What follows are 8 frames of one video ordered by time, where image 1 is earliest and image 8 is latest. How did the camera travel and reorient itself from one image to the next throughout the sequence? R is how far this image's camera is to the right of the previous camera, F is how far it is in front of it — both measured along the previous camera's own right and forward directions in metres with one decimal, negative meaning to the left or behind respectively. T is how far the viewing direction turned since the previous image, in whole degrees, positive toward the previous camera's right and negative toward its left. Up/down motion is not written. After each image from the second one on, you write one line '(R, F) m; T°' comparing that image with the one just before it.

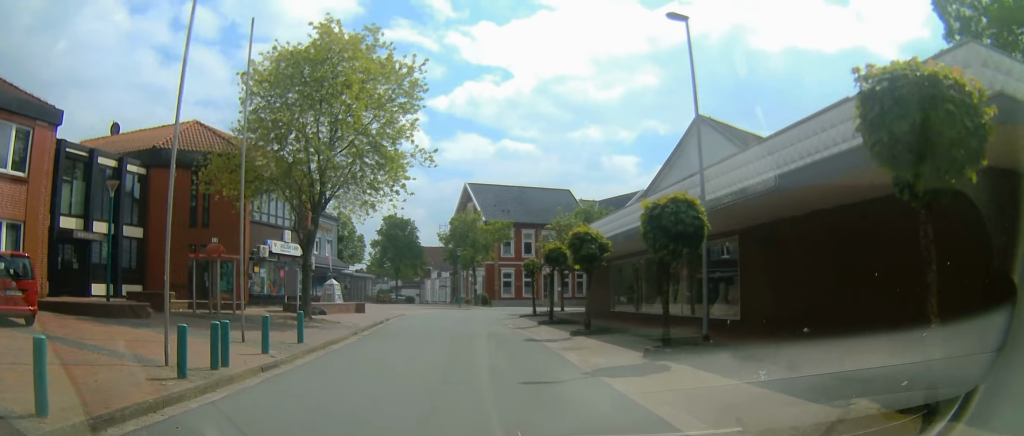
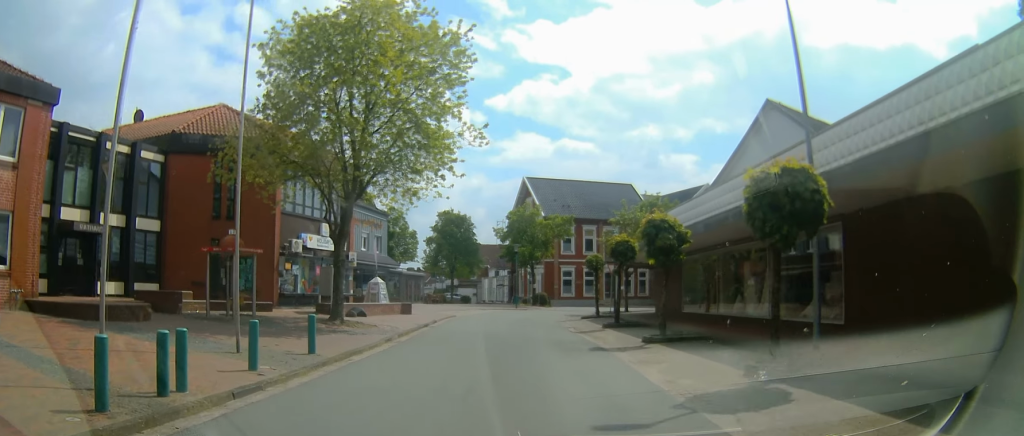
(0.0, +3.2) m; 0°
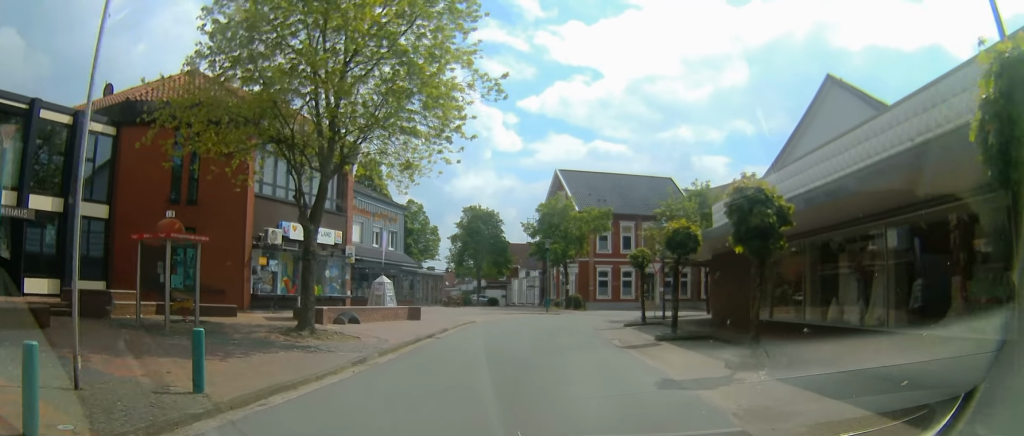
(0.0, +5.5) m; 0°
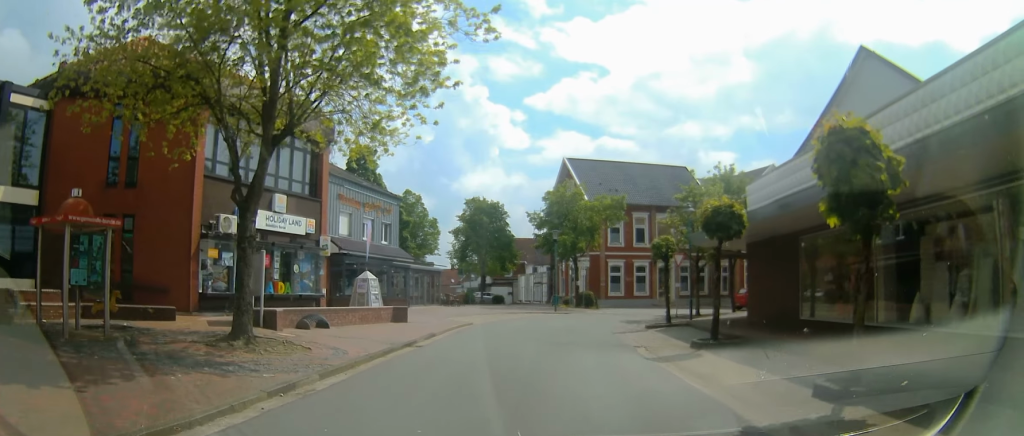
(0.0, +3.9) m; 0°
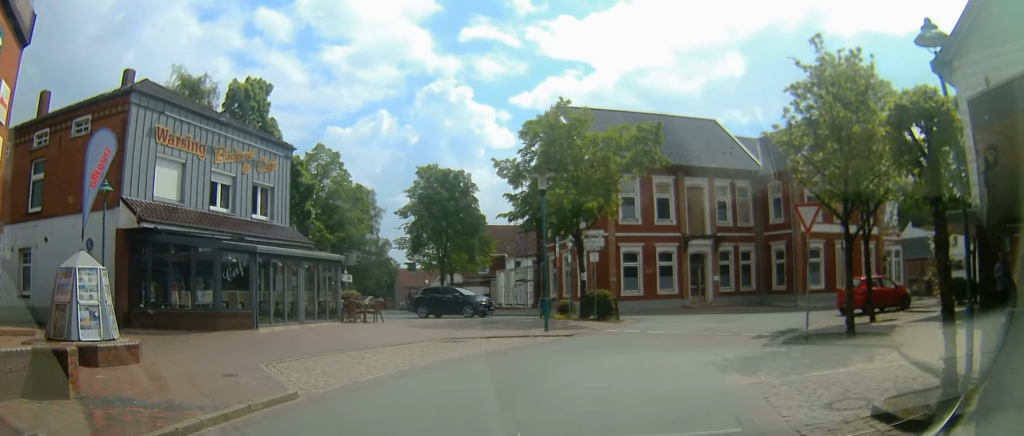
(0.0, +18.0) m; 0°
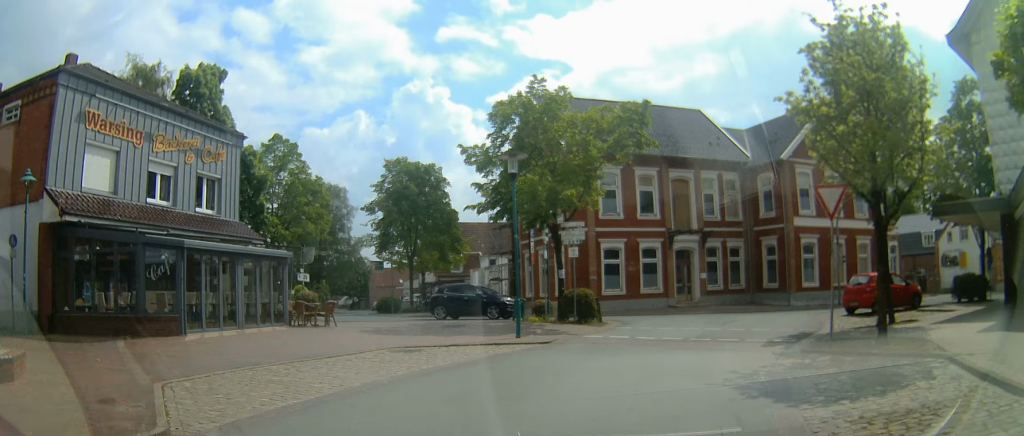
(0.0, +2.8) m; 0°
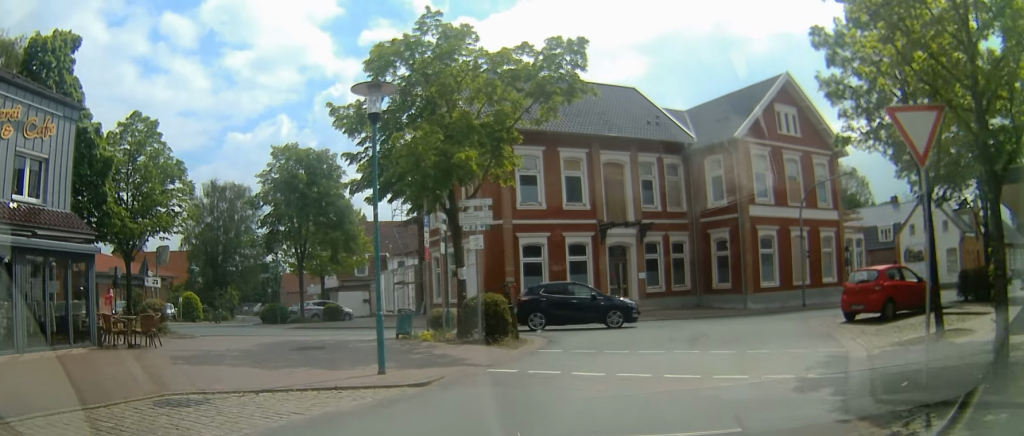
(0.0, +6.9) m; 0°
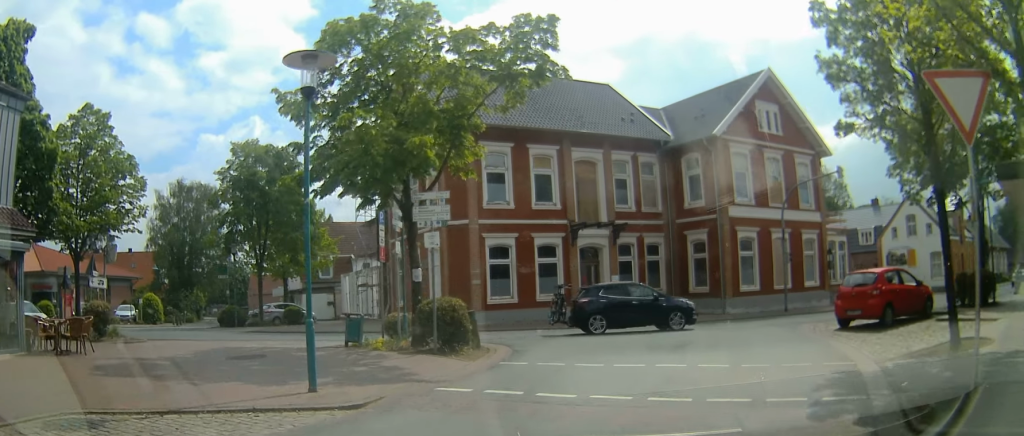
(0.0, +2.1) m; 0°
